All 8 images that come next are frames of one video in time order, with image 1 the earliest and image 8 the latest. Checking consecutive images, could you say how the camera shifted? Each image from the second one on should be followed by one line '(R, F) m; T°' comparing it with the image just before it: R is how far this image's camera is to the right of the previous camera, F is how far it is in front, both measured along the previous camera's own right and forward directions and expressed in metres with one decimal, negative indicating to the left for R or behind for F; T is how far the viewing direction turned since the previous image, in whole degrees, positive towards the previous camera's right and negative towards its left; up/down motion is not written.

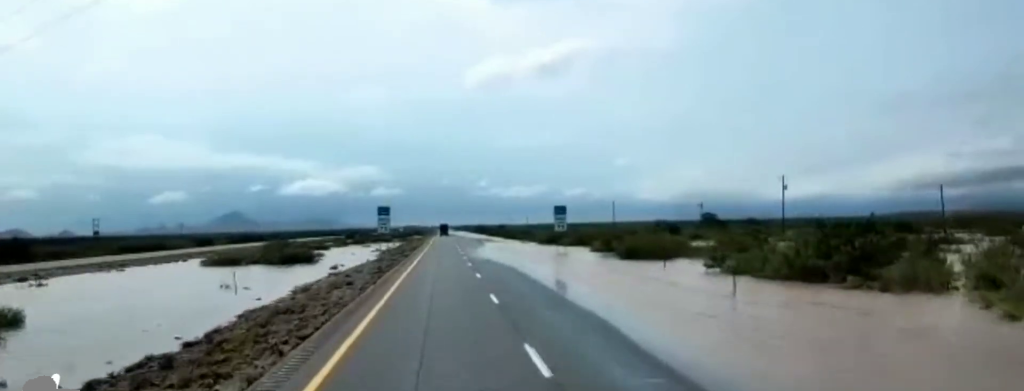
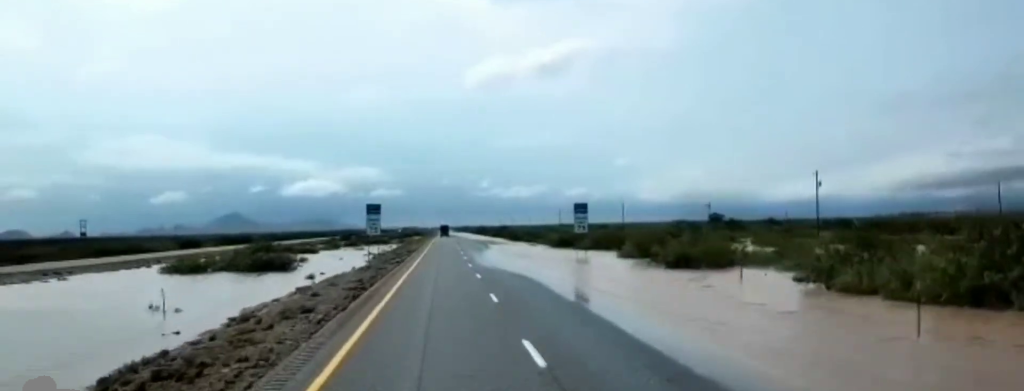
(0.0, +11.1) m; 0°
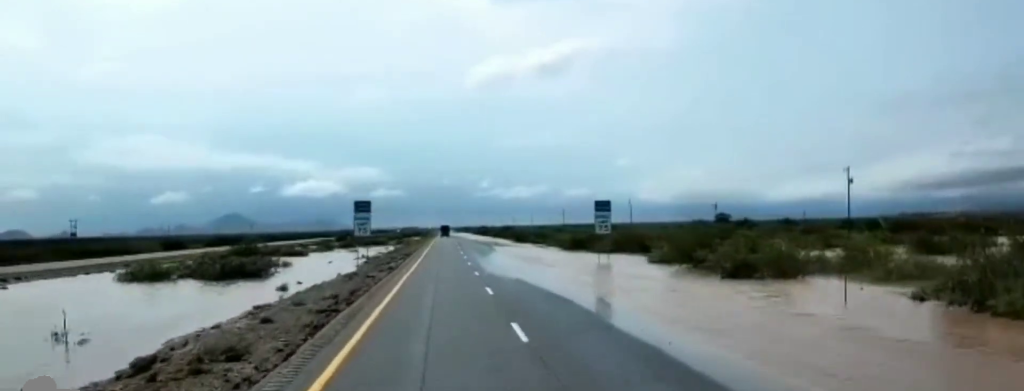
(0.0, +9.6) m; 0°
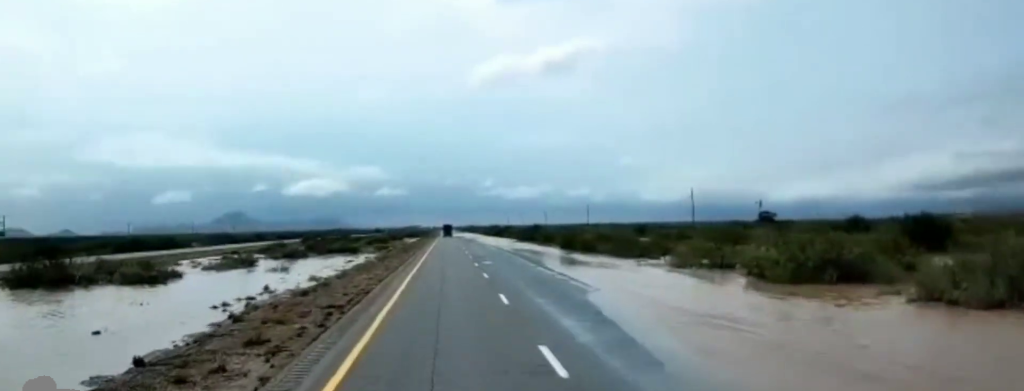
(-0.1, +50.2) m; 0°
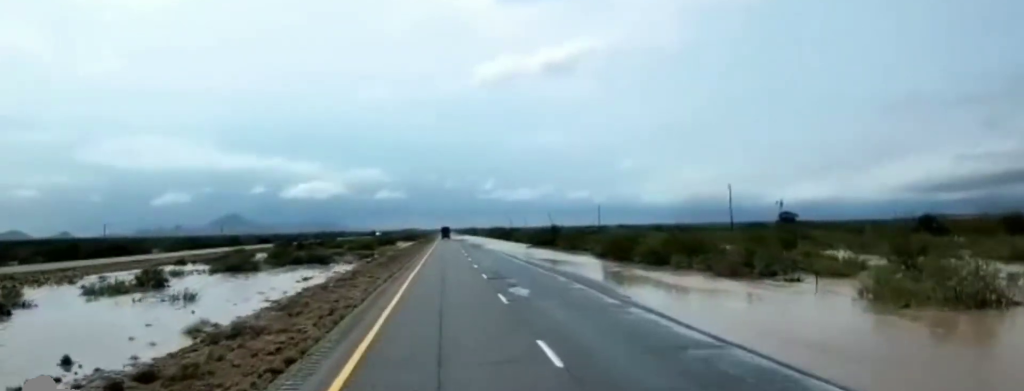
(-0.3, +22.7) m; 0°
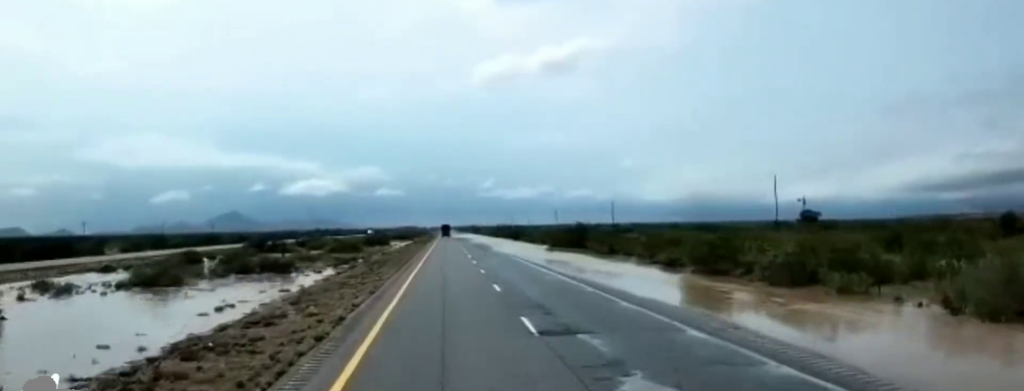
(+0.3, +20.3) m; +1°
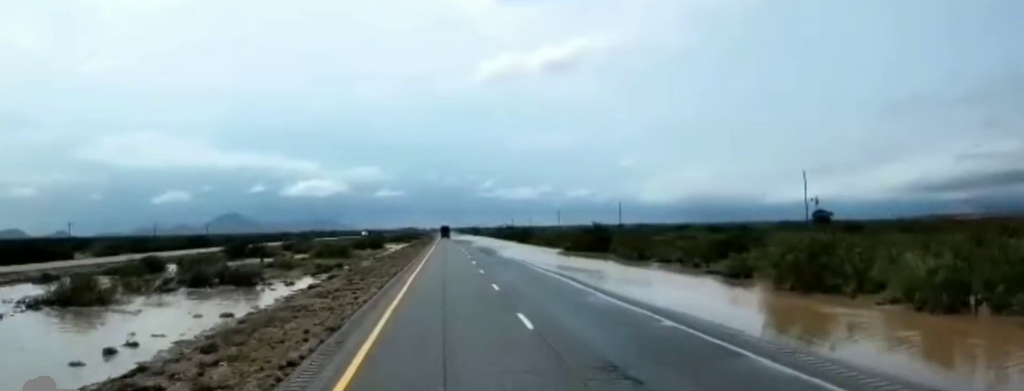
(+0.1, +10.6) m; 0°
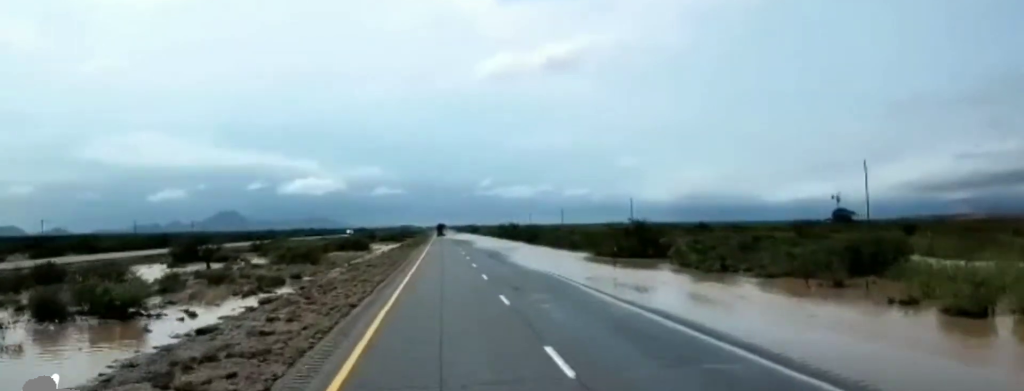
(+0.1, +17.2) m; 0°
